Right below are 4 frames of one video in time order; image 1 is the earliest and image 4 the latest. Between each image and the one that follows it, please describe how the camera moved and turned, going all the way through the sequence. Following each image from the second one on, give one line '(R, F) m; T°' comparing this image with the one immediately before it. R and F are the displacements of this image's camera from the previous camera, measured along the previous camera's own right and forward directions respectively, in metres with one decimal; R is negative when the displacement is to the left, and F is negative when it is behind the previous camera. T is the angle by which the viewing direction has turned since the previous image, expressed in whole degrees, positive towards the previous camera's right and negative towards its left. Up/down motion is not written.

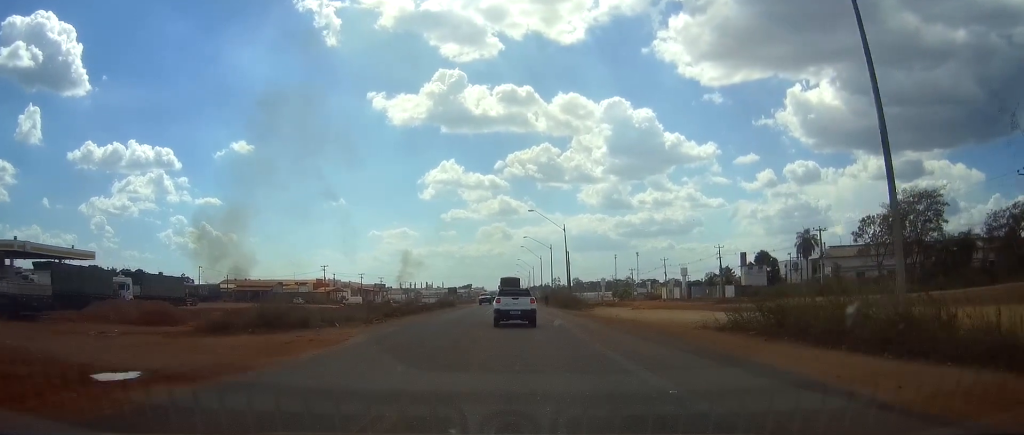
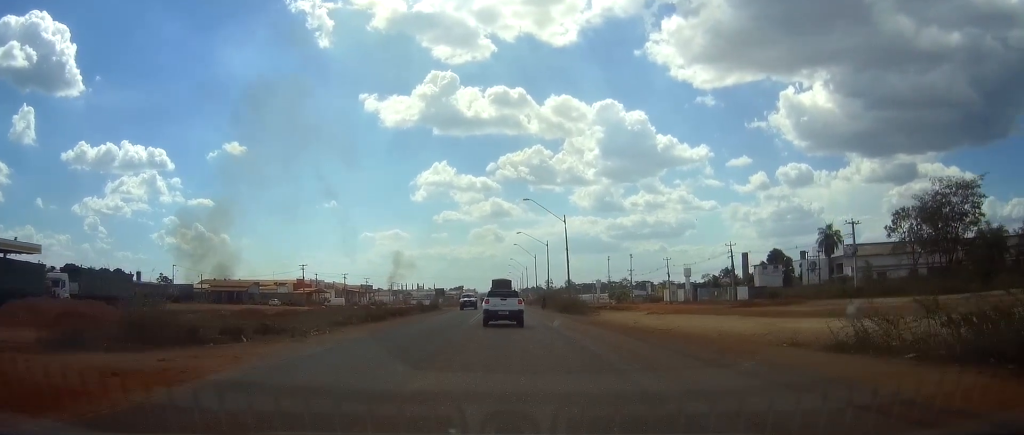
(0.0, +11.9) m; 0°
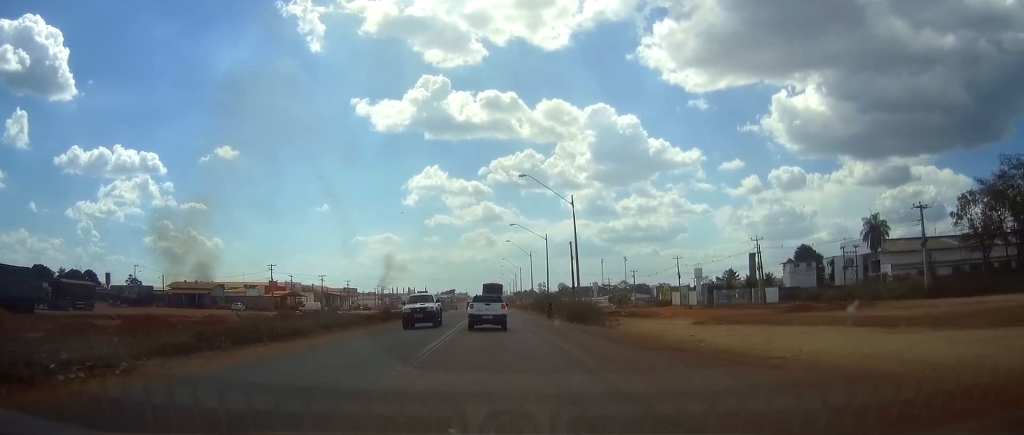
(+0.1, +16.6) m; +1°
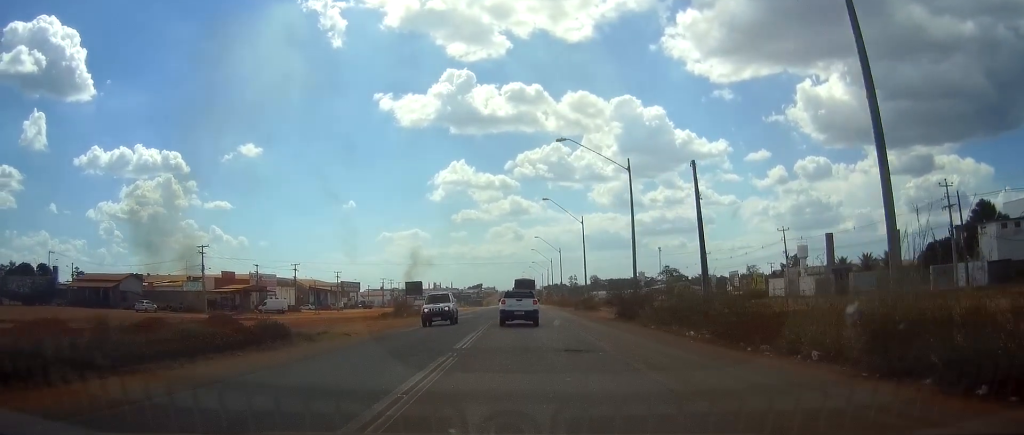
(-0.3, +44.3) m; -1°
